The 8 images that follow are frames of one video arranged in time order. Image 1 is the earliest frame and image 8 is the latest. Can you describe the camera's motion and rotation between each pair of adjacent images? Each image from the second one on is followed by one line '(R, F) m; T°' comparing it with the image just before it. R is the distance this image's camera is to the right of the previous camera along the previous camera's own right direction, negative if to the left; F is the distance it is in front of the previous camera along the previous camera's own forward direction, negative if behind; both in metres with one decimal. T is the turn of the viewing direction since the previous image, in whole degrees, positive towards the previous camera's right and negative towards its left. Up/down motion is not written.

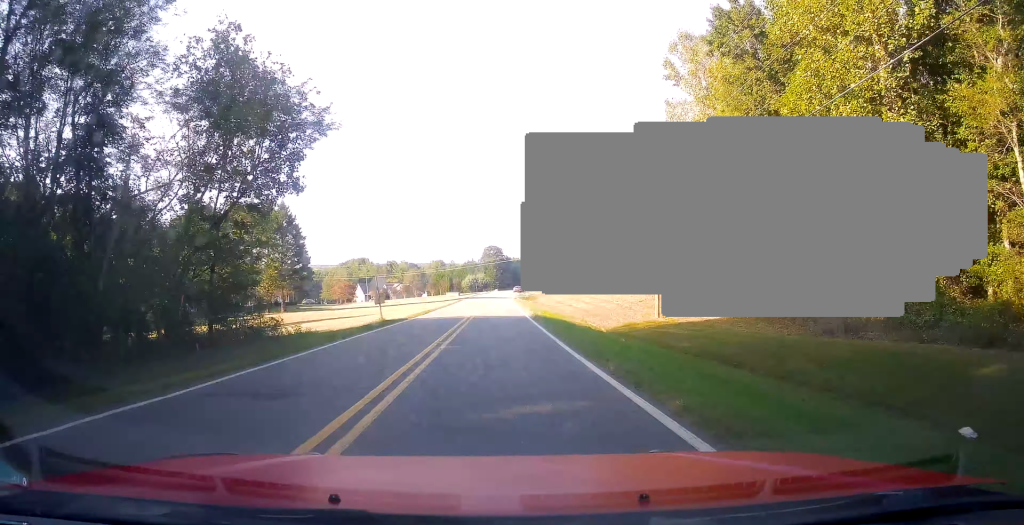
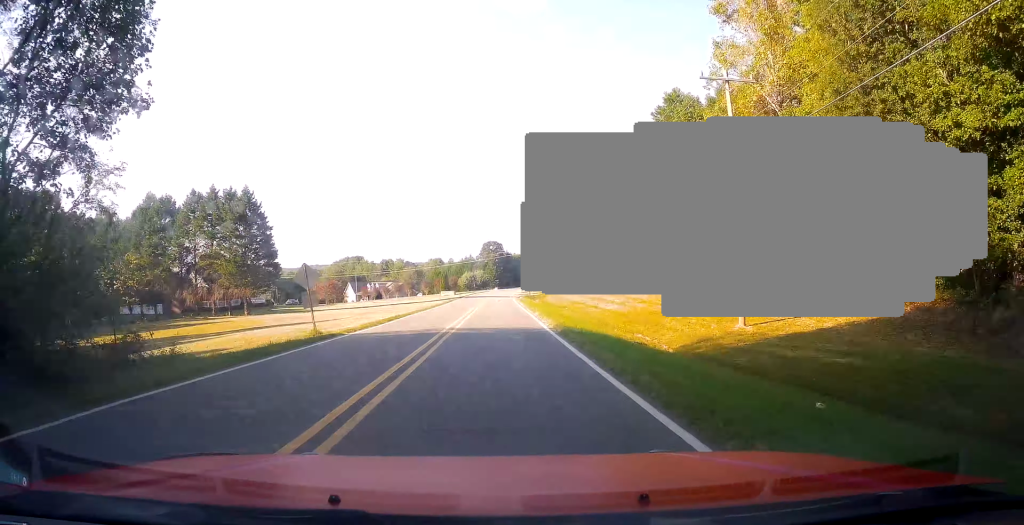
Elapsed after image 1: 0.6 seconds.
(-0.2, +12.5) m; +1°
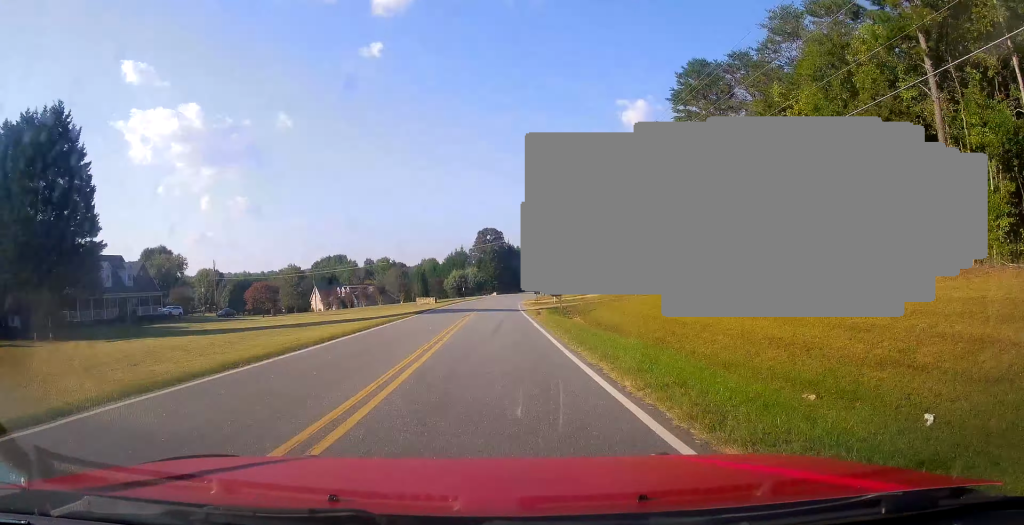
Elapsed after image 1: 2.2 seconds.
(+0.1, +35.4) m; 0°
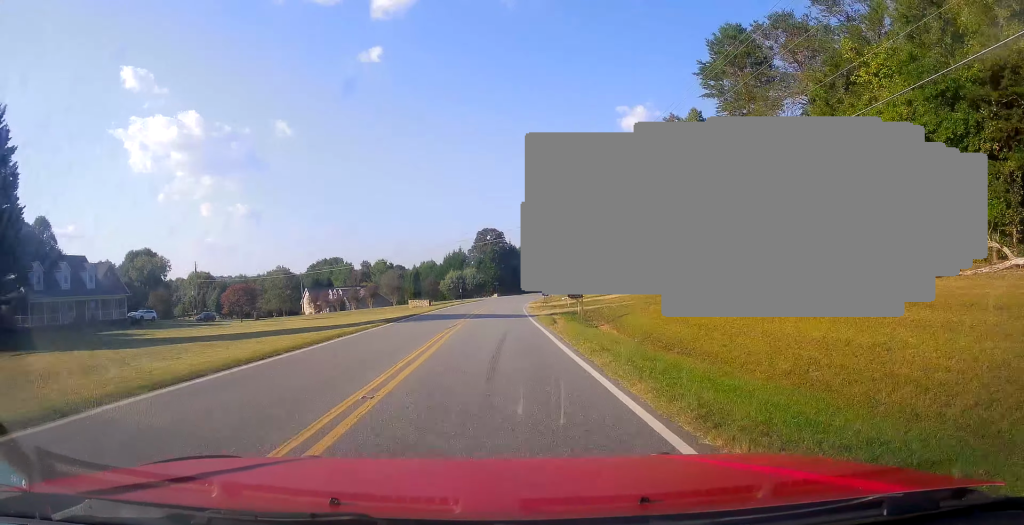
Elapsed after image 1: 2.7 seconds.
(0.0, +8.8) m; 0°
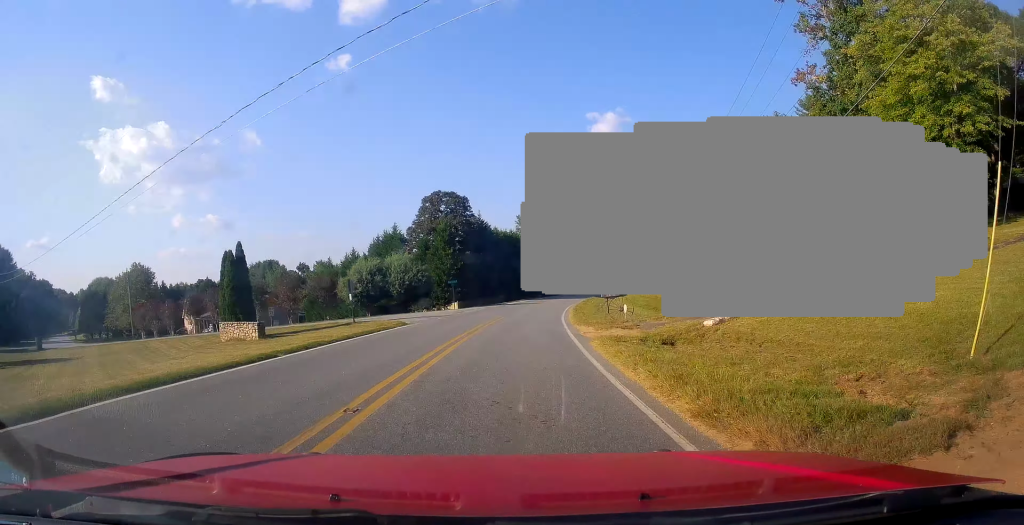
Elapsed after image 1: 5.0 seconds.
(+1.1, +49.9) m; +2°
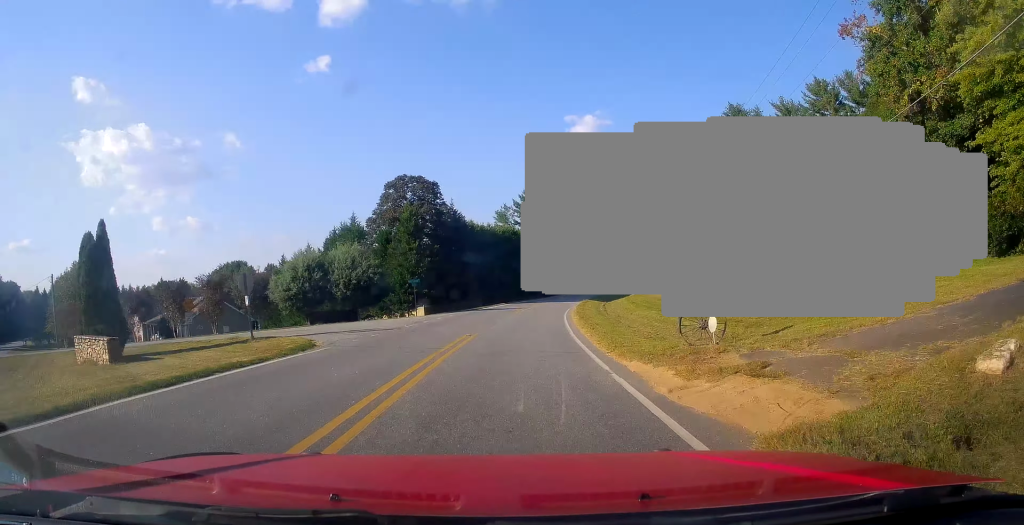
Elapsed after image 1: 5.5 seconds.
(0.0, +10.5) m; +1°
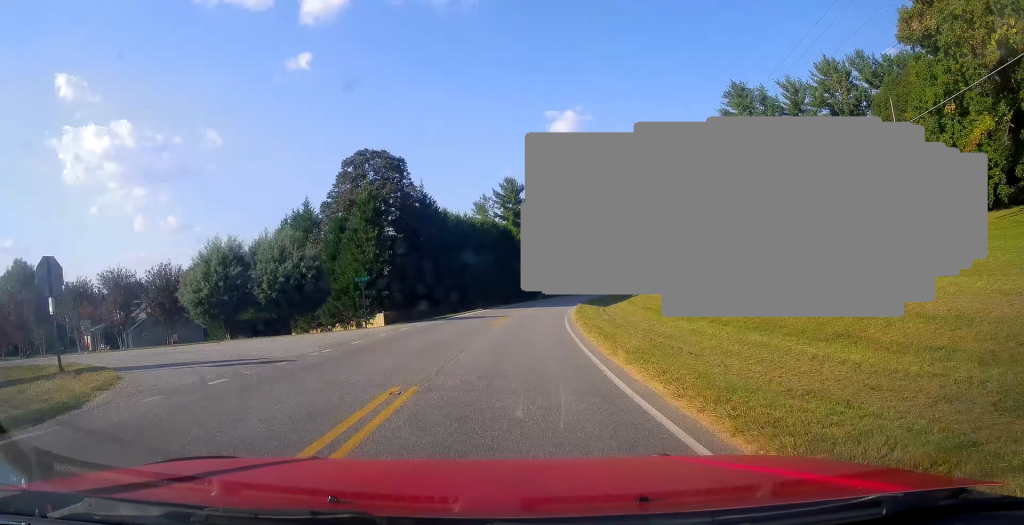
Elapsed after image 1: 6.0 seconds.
(+0.2, +8.7) m; +3°
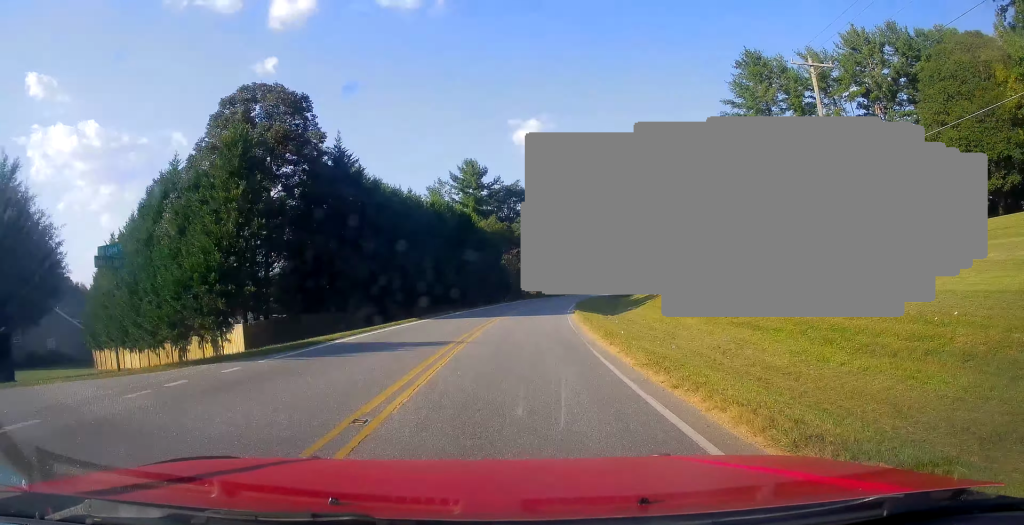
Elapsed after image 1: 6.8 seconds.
(+0.6, +17.3) m; +5°
